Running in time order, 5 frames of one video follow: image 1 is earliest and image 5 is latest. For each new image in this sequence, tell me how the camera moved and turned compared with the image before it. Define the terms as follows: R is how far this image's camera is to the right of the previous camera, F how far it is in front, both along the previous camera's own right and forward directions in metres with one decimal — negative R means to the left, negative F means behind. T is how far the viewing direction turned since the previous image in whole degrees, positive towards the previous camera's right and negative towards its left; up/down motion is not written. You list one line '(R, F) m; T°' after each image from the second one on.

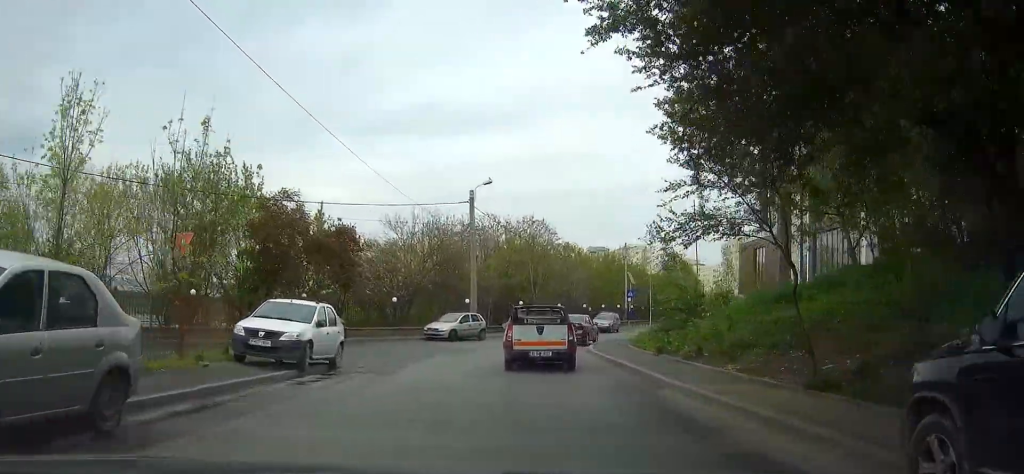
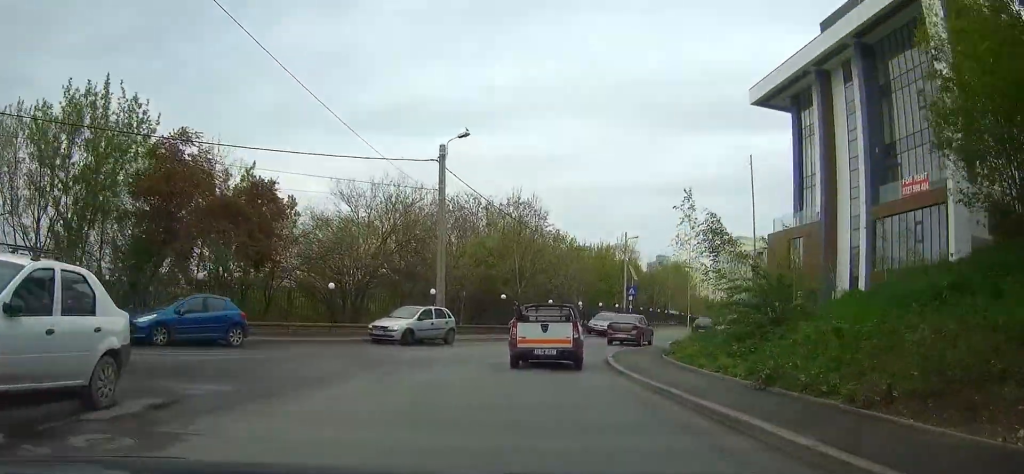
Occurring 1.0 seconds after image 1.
(+0.1, +10.1) m; +2°
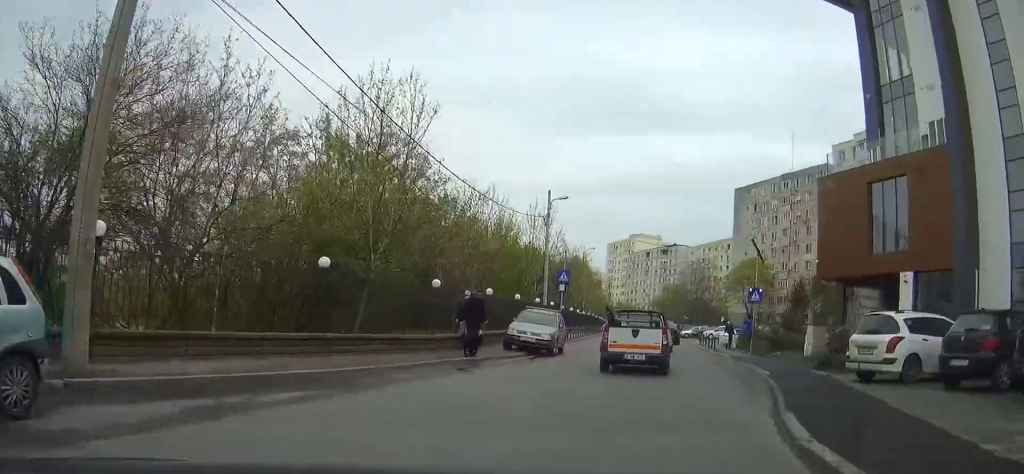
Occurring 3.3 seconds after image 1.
(+0.7, +22.2) m; +7°
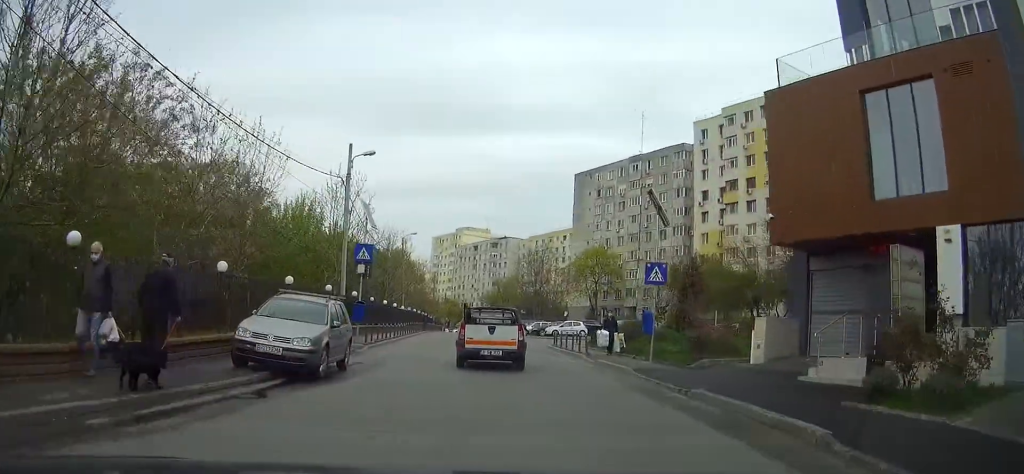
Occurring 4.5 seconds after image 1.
(+1.1, +11.2) m; +13°
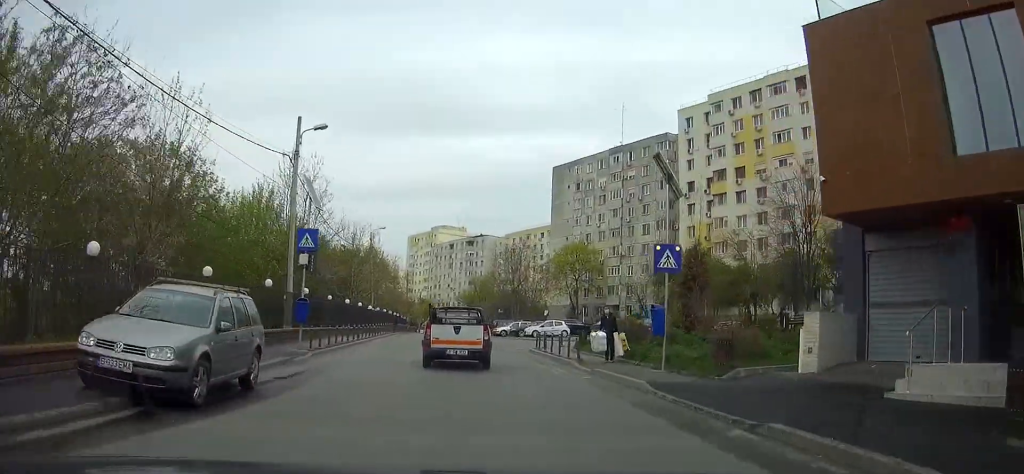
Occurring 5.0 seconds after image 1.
(+0.1, +4.7) m; +6°
